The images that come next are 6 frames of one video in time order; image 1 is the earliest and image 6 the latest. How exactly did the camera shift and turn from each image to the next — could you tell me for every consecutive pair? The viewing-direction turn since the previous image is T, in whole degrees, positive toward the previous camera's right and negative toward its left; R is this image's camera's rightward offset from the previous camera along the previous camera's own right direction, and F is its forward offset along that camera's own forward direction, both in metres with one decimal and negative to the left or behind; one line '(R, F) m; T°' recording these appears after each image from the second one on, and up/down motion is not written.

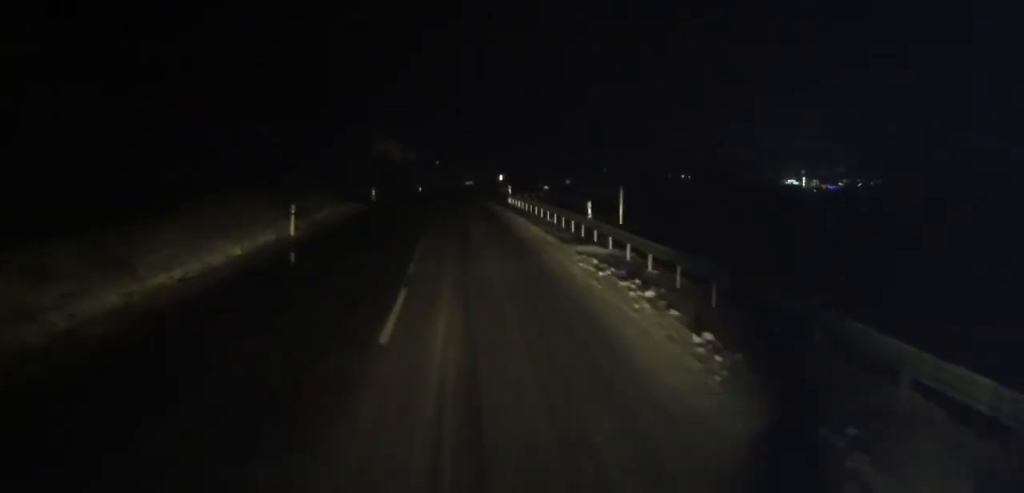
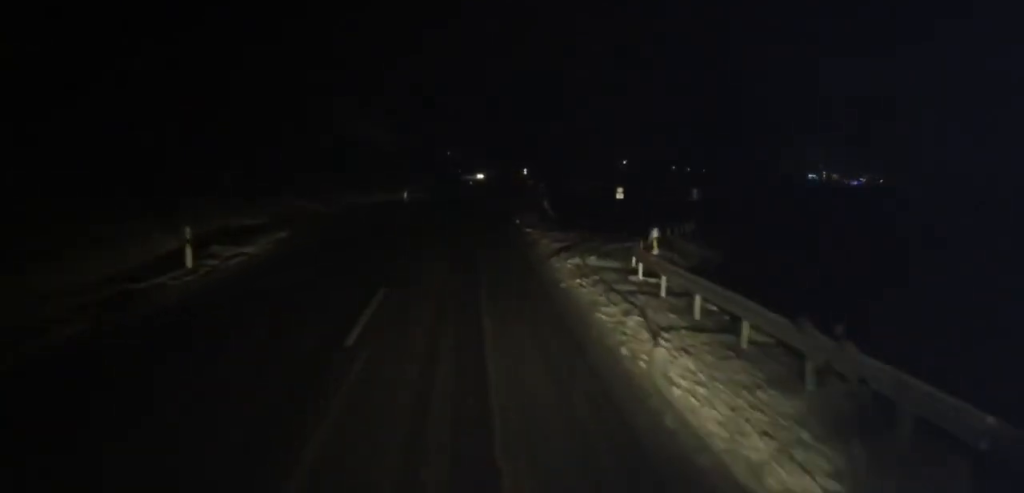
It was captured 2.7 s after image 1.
(-0.6, +35.9) m; -2°
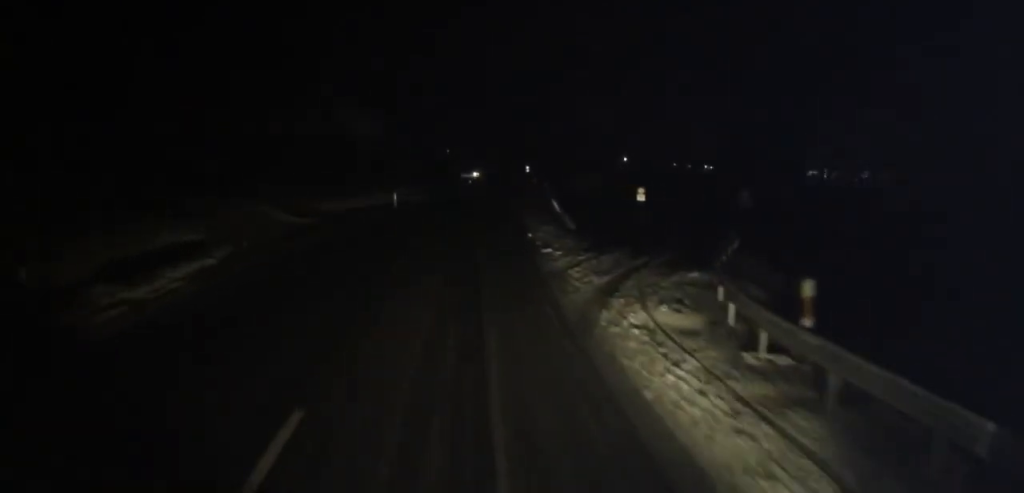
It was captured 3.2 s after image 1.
(0.0, +6.5) m; 0°
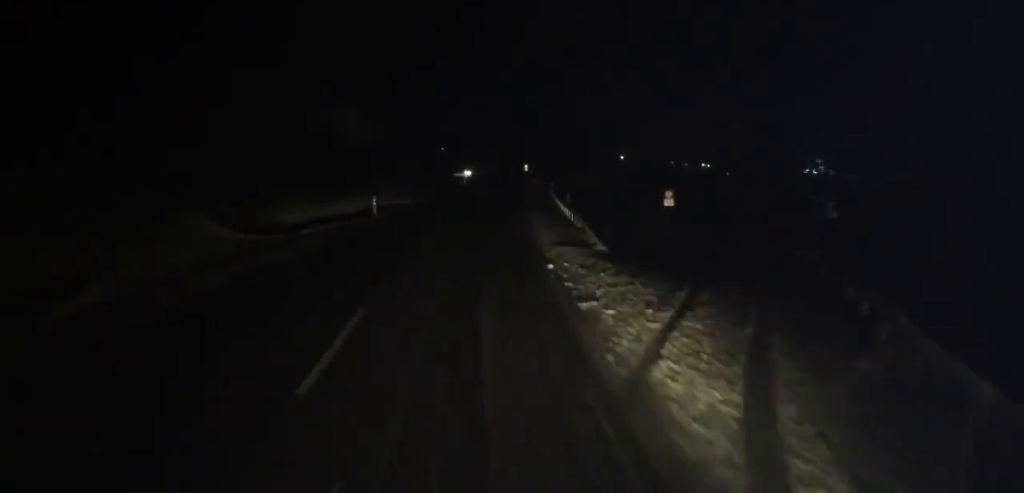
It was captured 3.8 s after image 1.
(0.0, +7.5) m; 0°
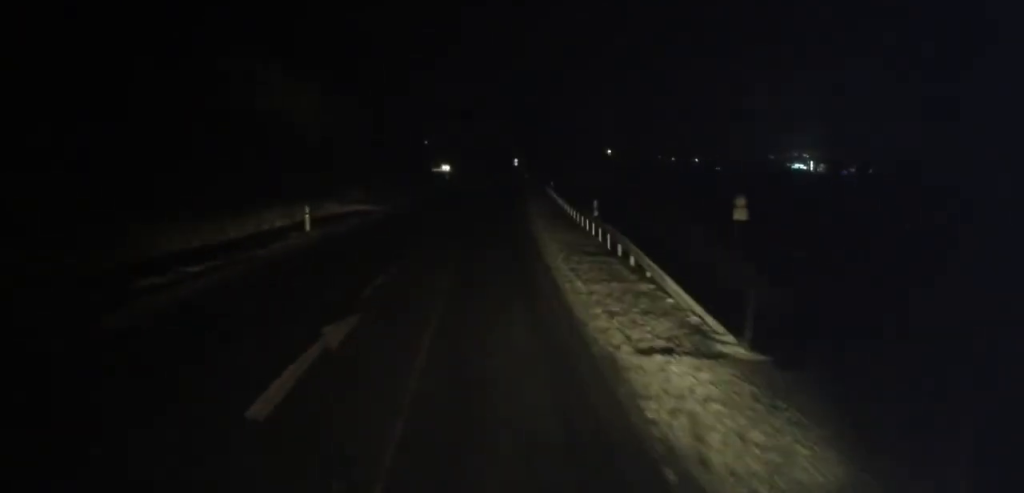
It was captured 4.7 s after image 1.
(0.0, +12.4) m; +2°
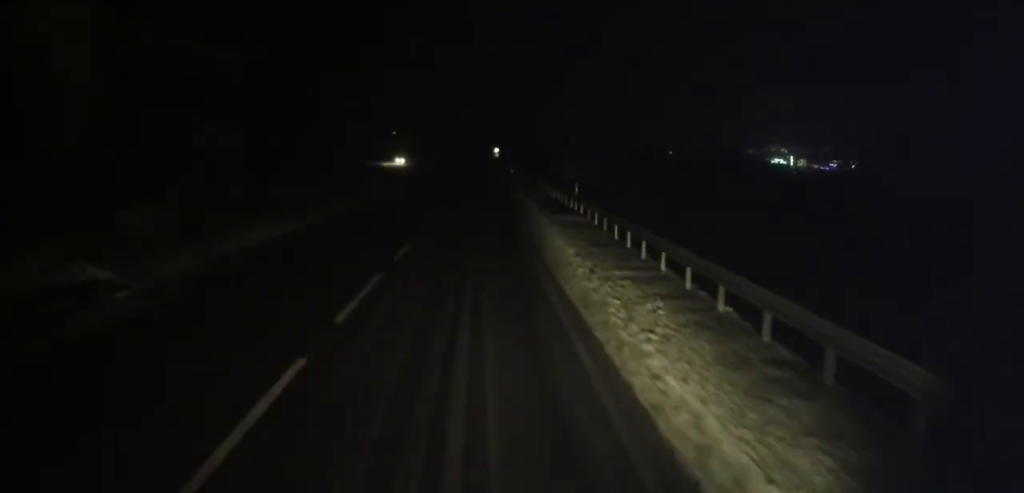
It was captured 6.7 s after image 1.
(+1.2, +26.2) m; +3°
